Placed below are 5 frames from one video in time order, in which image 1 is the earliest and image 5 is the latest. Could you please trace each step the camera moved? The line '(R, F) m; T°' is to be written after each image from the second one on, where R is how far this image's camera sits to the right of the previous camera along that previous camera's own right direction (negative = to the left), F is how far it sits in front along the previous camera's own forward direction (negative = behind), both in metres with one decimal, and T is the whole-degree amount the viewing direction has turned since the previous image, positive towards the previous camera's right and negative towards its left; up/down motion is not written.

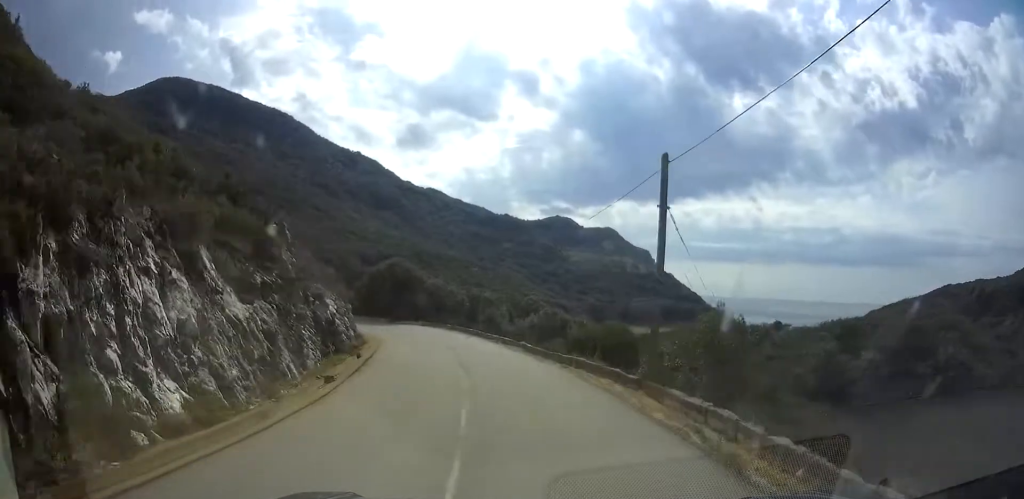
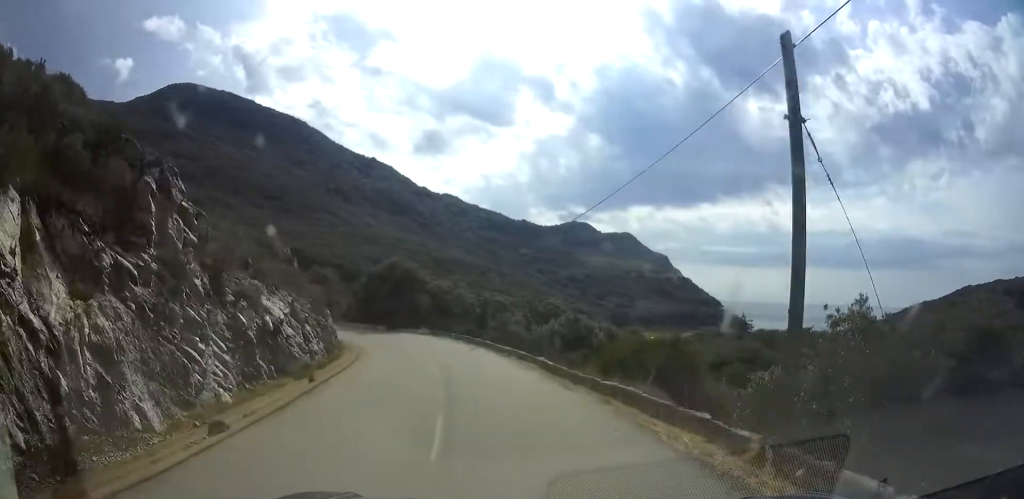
(-0.1, +5.9) m; -3°
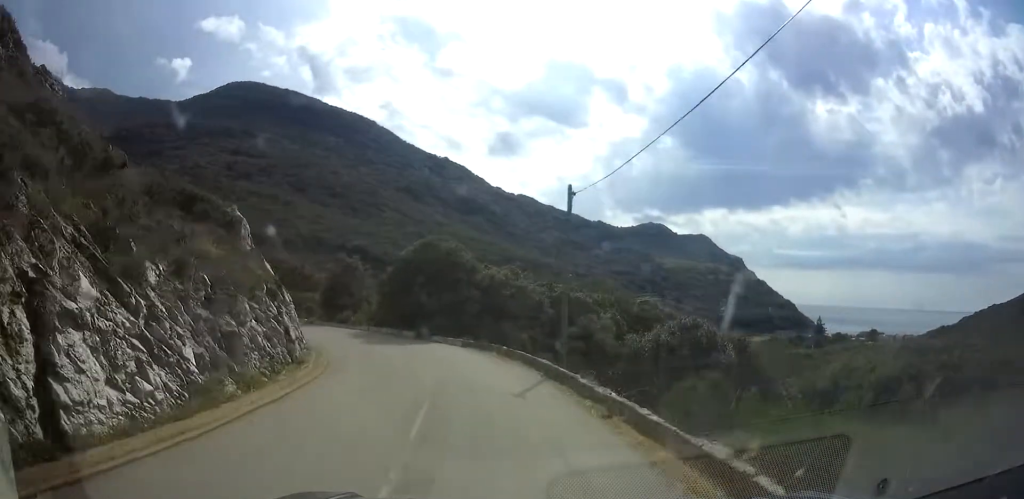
(-0.8, +12.8) m; -9°
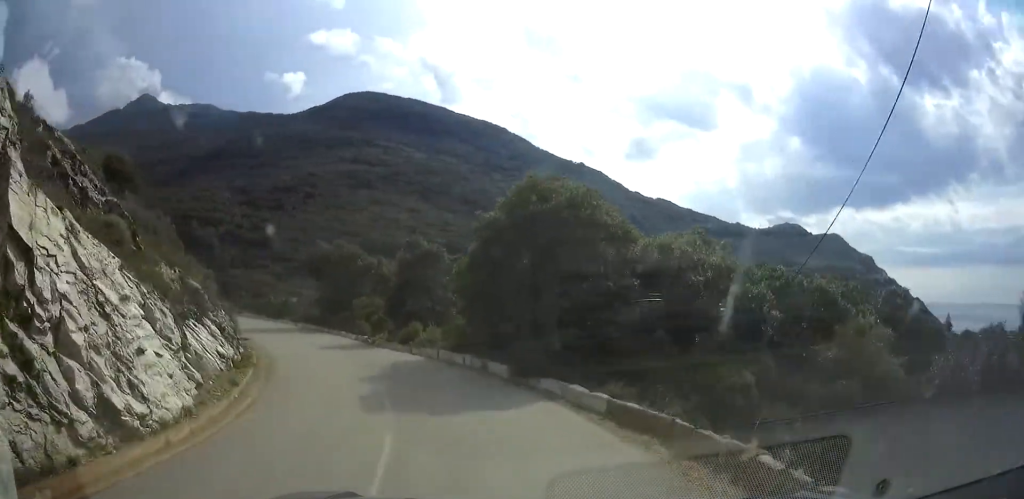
(-1.7, +15.7) m; -8°
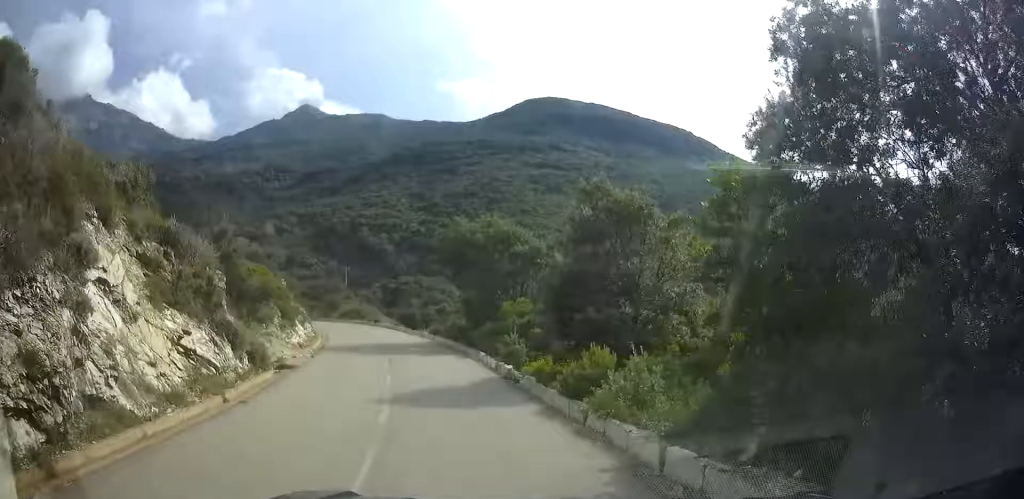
(-0.3, +14.3) m; -21°
